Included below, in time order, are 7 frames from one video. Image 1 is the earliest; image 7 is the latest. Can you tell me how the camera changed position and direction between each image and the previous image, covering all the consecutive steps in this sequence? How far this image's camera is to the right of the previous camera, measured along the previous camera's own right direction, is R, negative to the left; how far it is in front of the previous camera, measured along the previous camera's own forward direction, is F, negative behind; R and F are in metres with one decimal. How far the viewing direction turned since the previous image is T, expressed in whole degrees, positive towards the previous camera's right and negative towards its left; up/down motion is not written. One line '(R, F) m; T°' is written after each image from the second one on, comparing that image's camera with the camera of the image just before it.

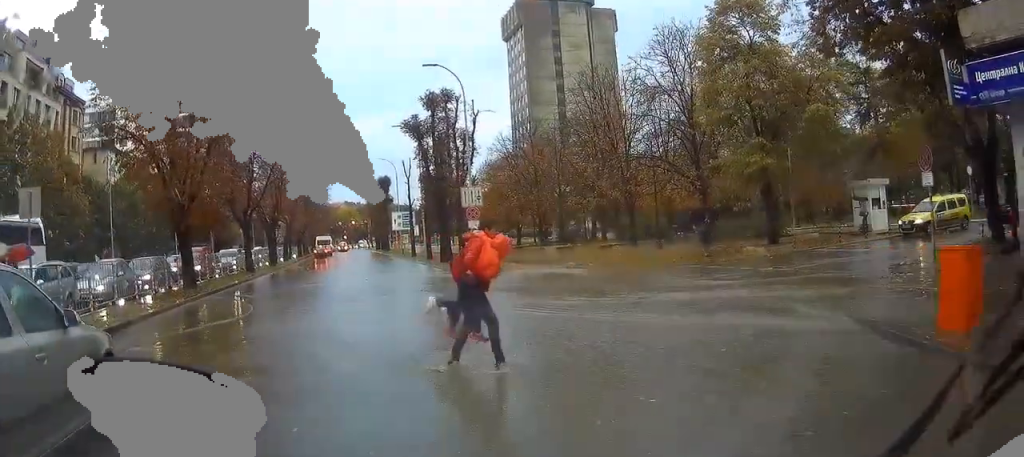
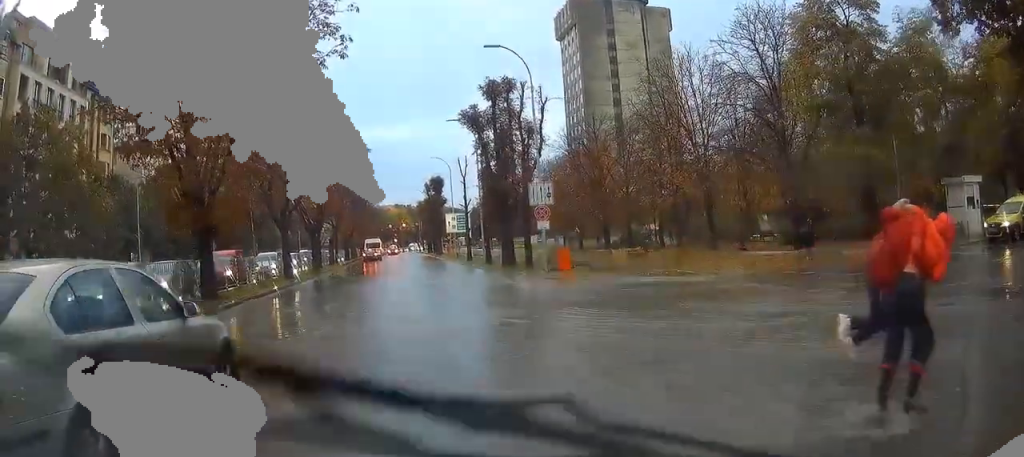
(-0.3, +4.7) m; -8°
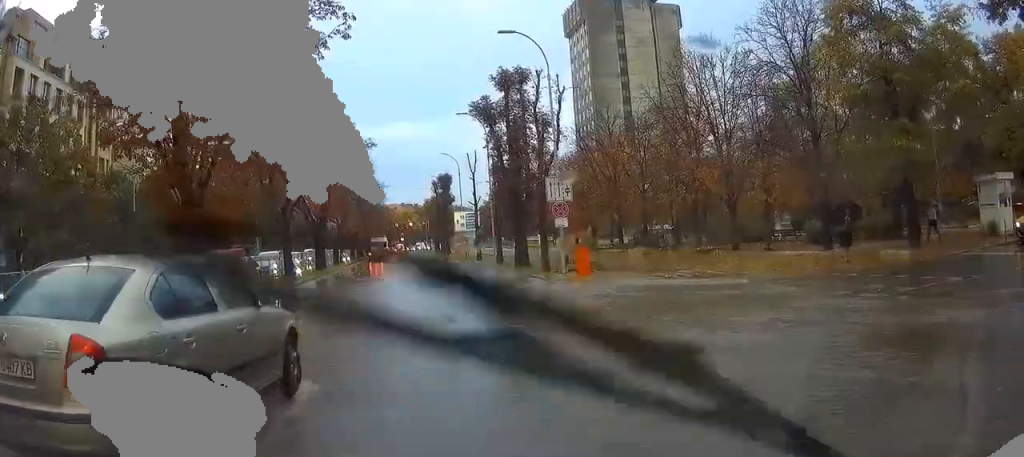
(-0.1, +2.2) m; -4°
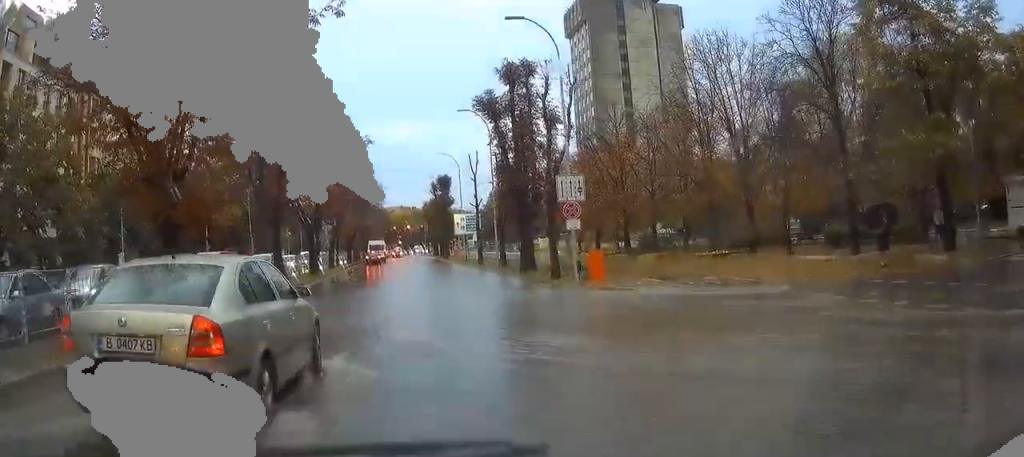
(0.0, +2.5) m; +1°
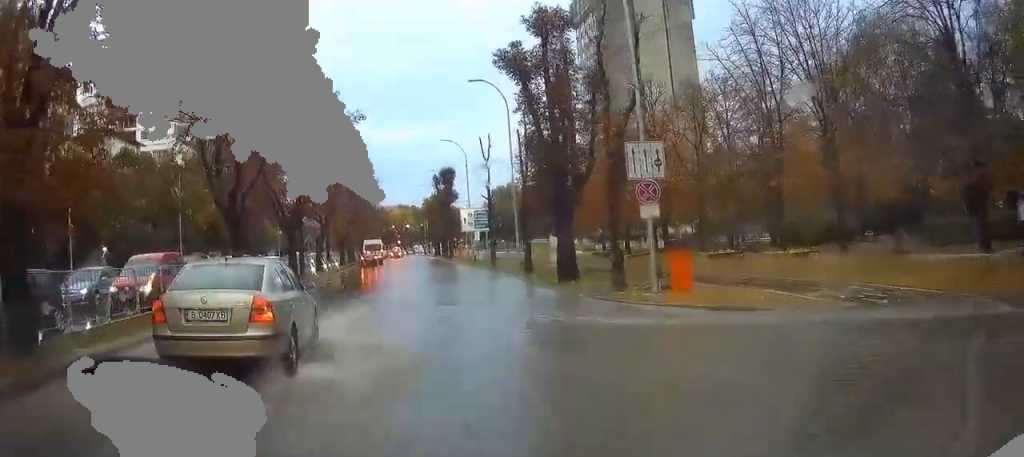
(+0.3, +7.9) m; +3°
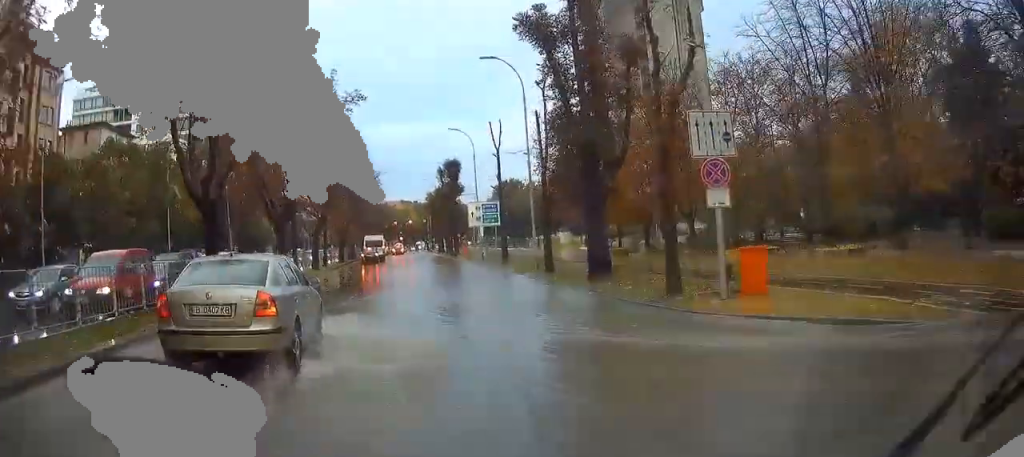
(0.0, +3.6) m; +1°
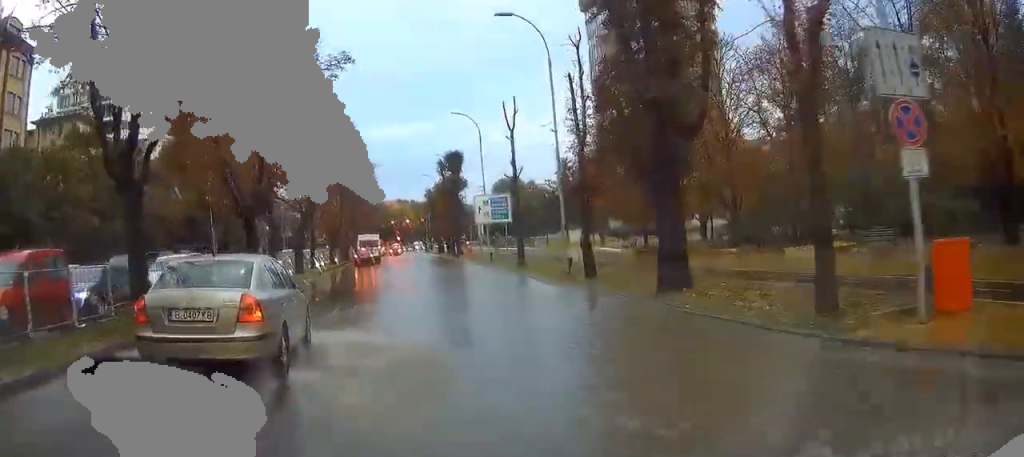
(+0.1, +5.6) m; +1°
